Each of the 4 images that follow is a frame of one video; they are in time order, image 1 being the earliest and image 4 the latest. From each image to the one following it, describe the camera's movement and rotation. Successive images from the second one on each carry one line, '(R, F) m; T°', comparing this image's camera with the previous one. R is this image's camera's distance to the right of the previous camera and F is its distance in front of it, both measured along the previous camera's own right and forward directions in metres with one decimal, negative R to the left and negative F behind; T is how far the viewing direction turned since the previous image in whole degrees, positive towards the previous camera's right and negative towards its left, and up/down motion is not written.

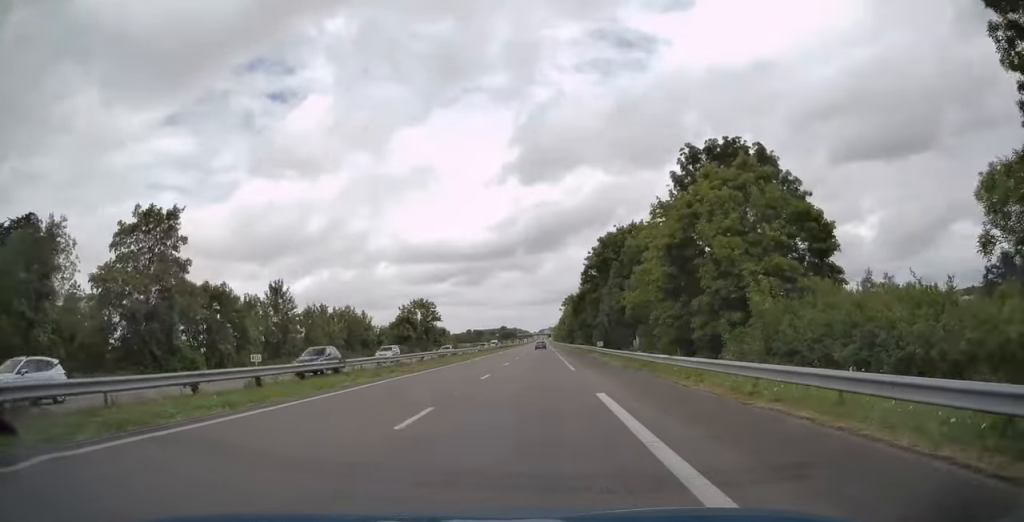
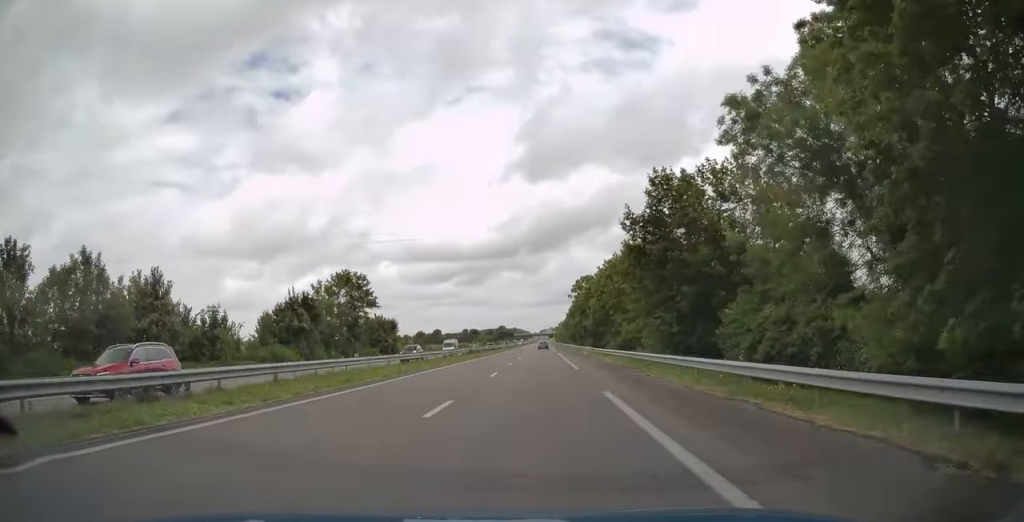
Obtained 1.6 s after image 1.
(-0.3, +51.2) m; 0°
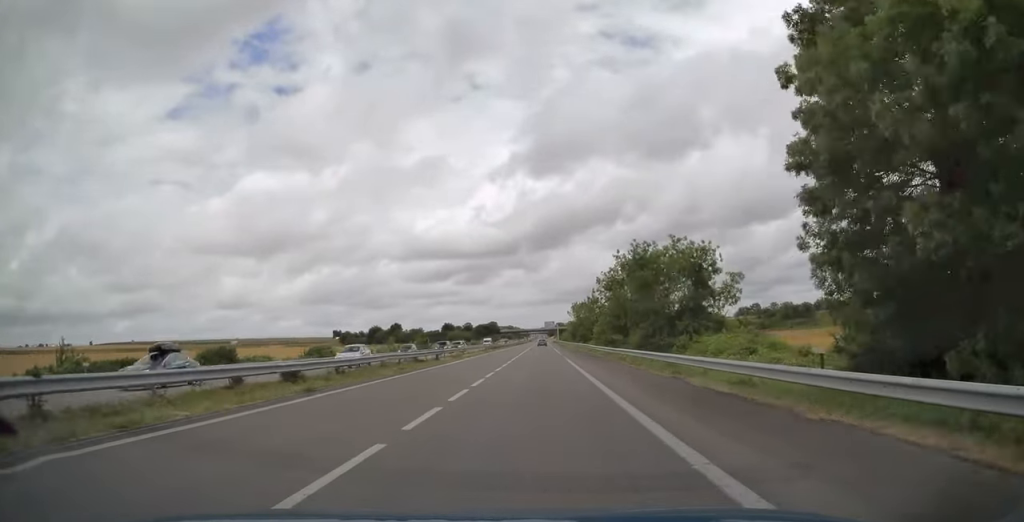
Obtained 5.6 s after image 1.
(+0.3, +128.2) m; 0°
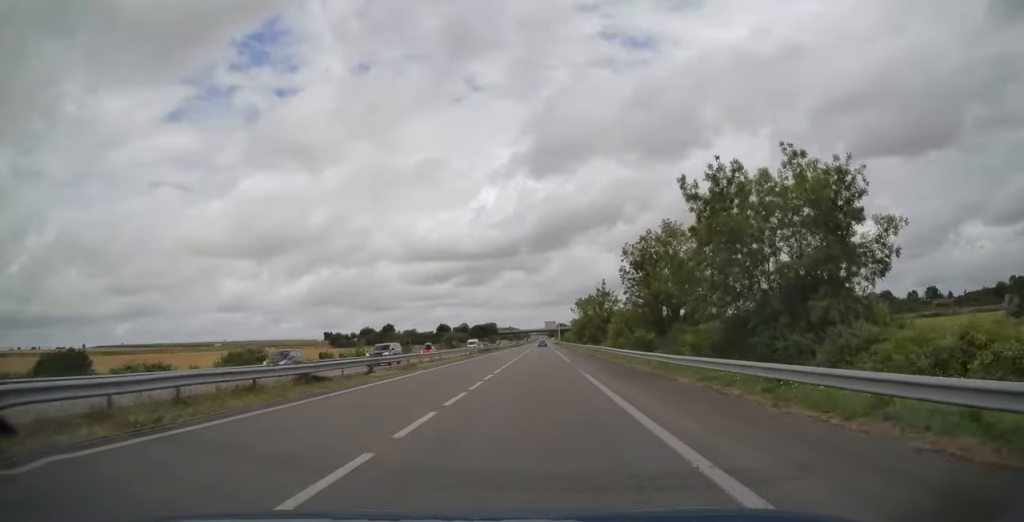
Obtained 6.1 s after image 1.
(0.0, +18.2) m; 0°
